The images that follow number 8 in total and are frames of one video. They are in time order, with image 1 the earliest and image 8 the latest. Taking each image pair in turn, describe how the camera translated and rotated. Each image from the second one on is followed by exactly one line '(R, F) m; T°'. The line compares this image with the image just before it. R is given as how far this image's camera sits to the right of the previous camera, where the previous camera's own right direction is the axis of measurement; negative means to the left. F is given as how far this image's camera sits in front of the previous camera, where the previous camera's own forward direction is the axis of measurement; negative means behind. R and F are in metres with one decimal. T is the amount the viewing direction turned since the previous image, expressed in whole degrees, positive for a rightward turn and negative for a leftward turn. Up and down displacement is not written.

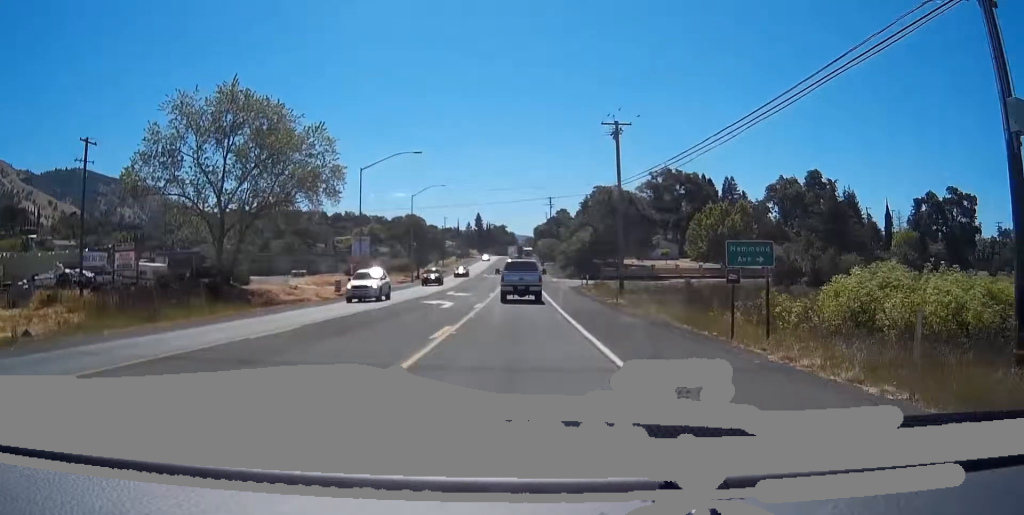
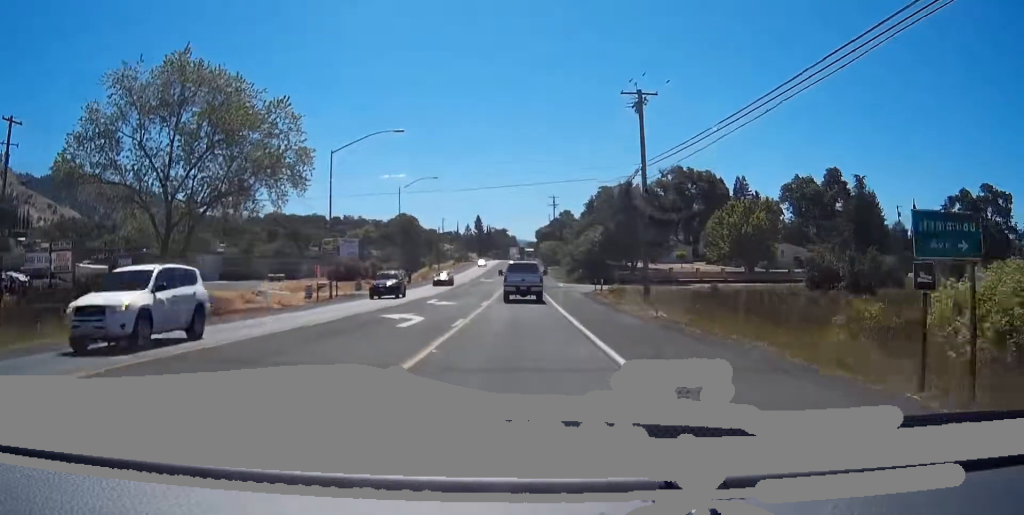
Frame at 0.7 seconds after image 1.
(0.0, +11.2) m; 0°
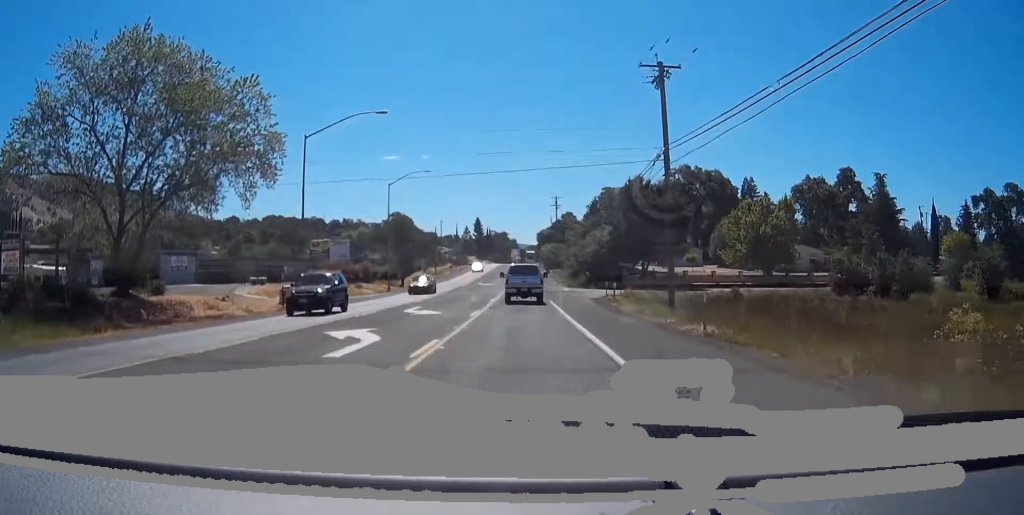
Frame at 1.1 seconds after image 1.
(0.0, +7.3) m; 0°
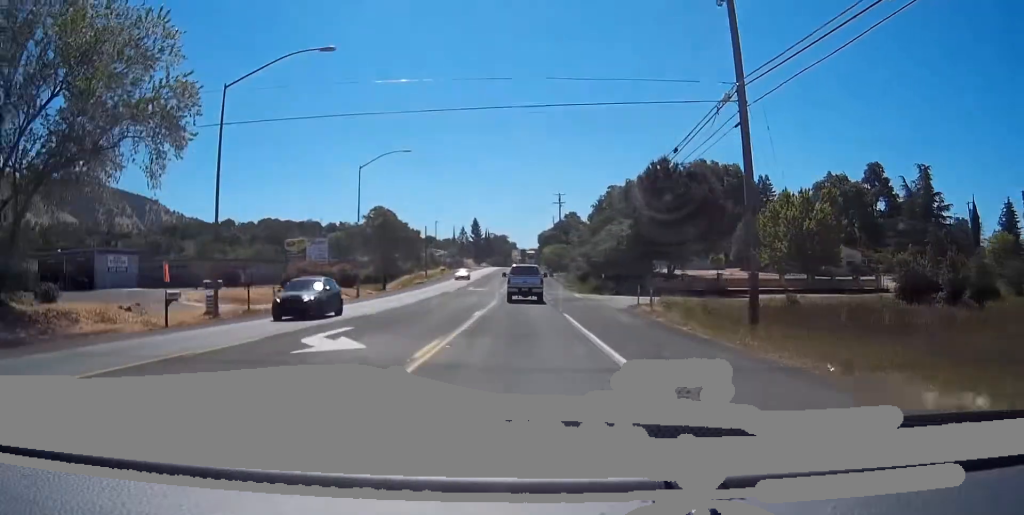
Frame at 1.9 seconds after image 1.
(0.0, +14.3) m; 0°
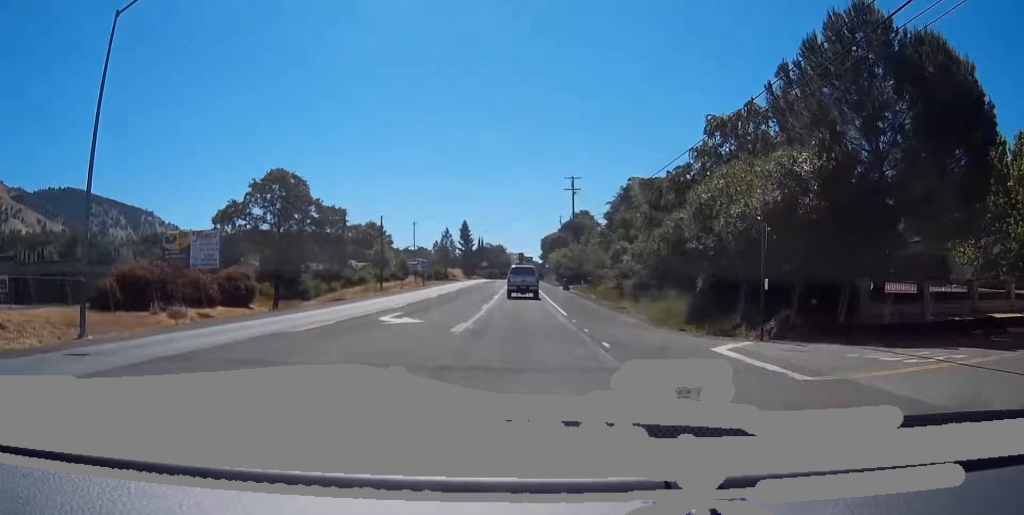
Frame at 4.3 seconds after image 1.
(-0.1, +41.3) m; -1°
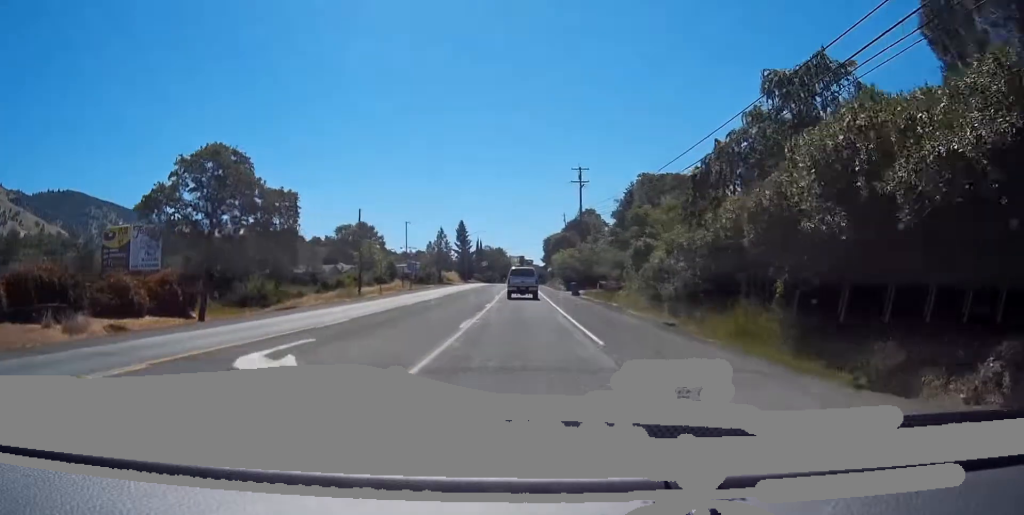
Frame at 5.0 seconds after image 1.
(-0.1, +12.7) m; 0°
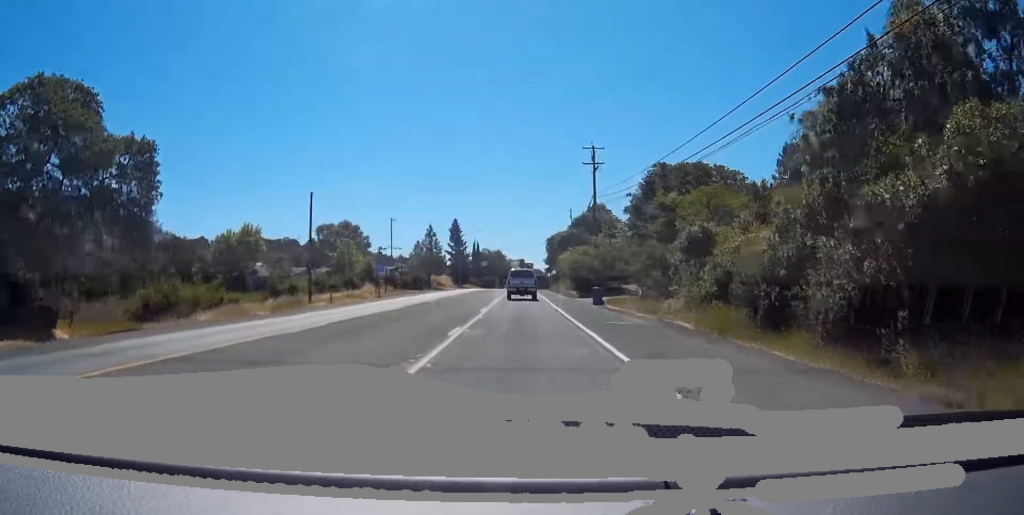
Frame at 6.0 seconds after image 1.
(0.0, +18.3) m; 0°
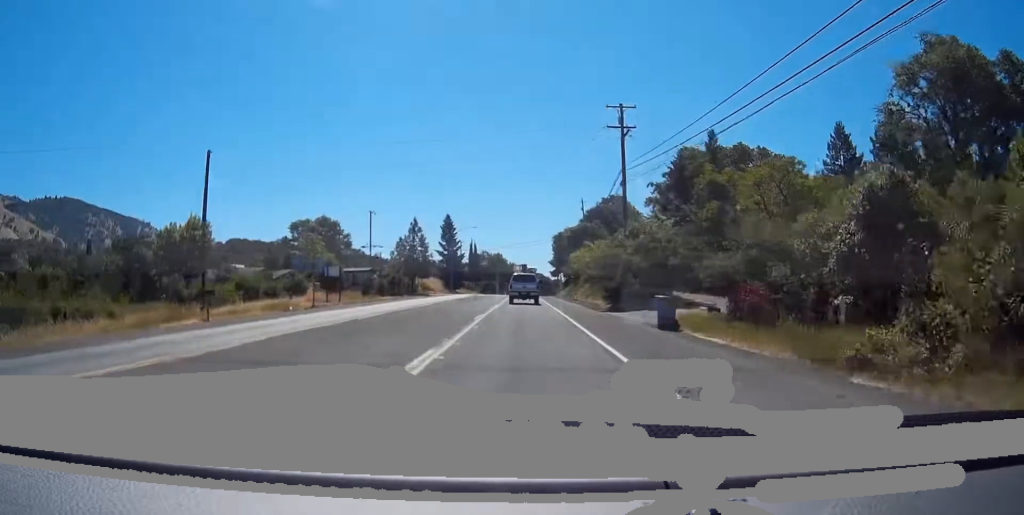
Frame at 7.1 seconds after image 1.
(0.0, +21.0) m; 0°
